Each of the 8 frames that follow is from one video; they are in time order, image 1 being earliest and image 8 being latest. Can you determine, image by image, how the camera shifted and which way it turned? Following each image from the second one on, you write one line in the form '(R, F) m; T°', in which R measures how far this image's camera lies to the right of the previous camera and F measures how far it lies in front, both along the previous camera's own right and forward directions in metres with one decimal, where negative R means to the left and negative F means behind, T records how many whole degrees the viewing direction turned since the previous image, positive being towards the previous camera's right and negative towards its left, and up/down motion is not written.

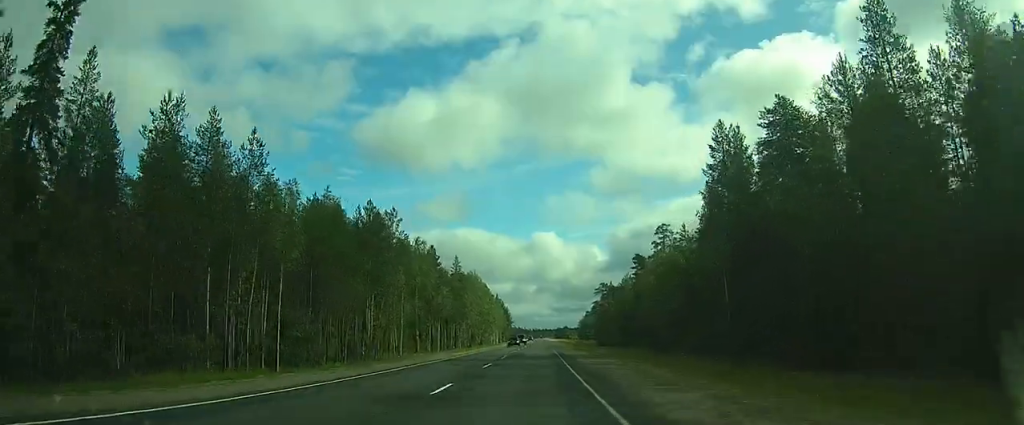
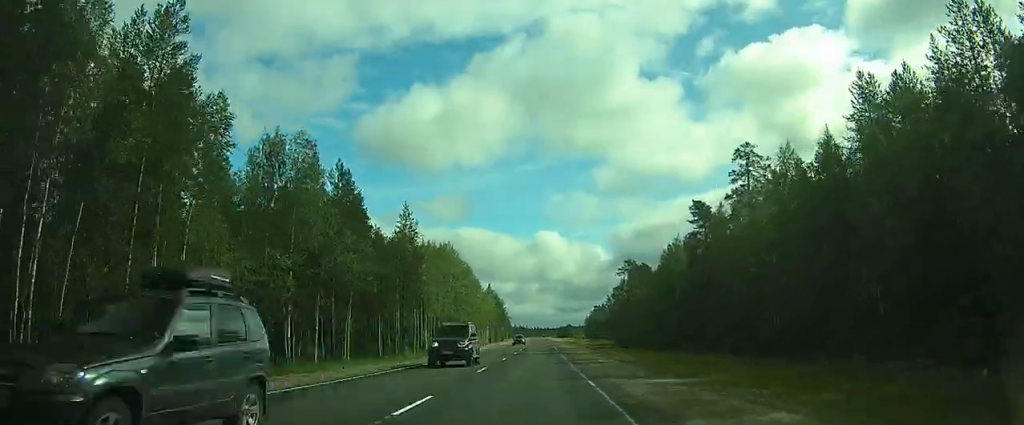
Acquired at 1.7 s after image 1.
(-0.9, +40.5) m; -2°
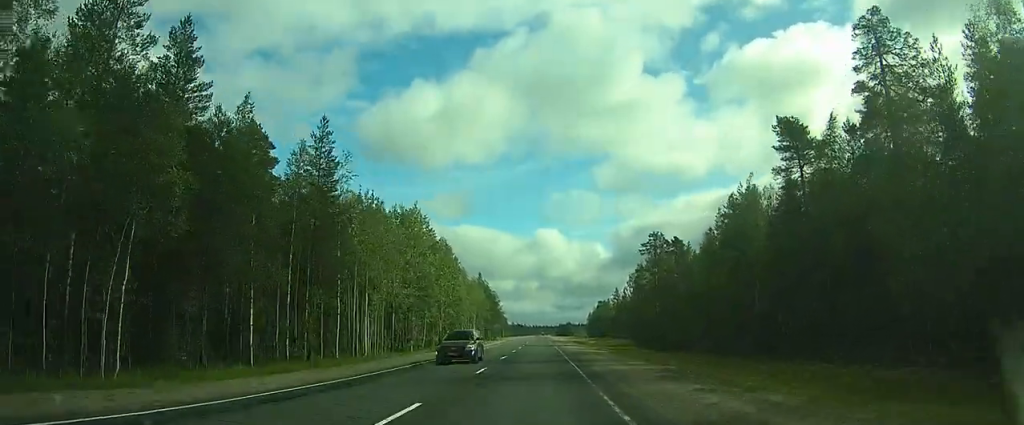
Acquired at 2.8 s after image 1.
(0.0, +24.8) m; 0°
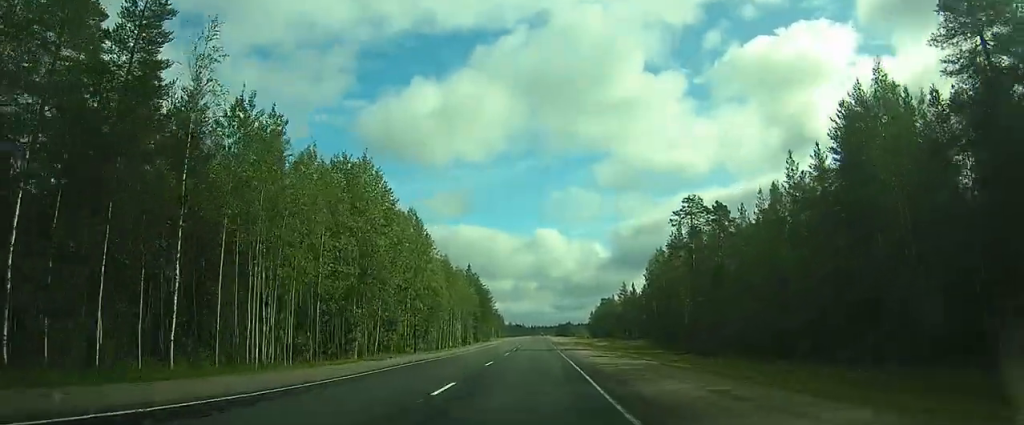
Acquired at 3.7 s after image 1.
(+0.1, +19.3) m; +1°
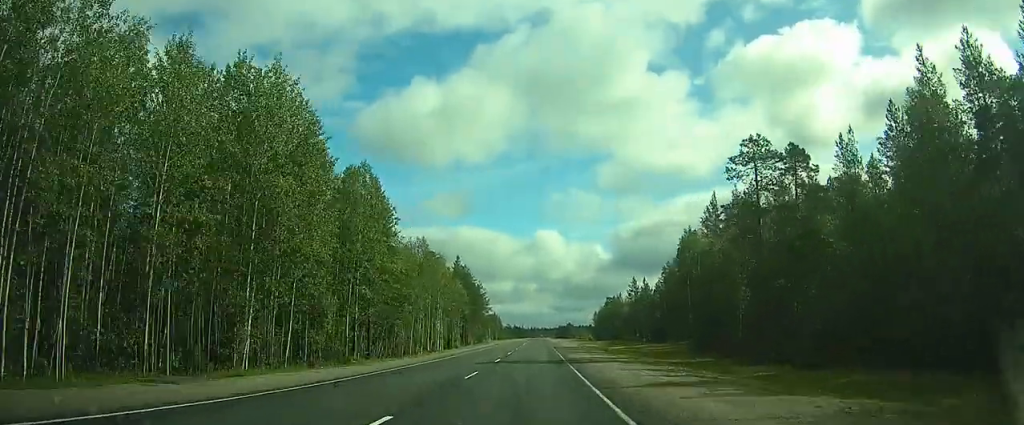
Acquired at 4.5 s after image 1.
(+0.2, +17.8) m; +1°
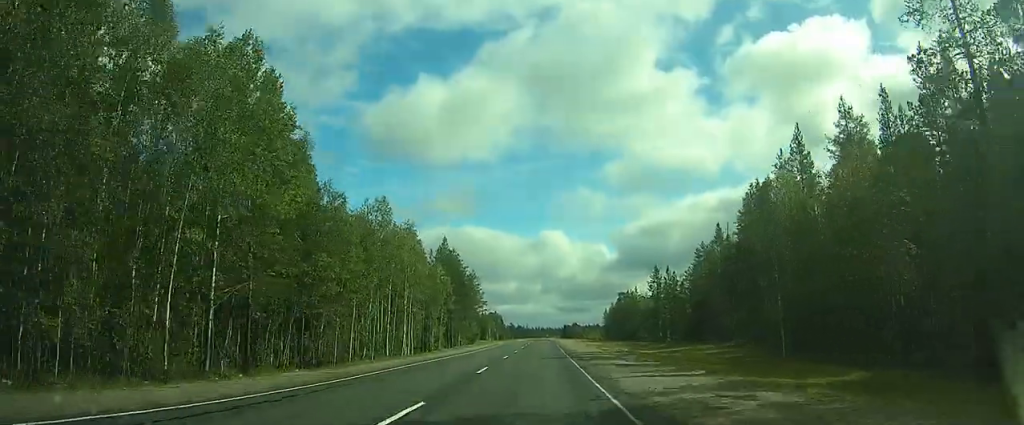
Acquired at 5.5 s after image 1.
(0.0, +21.6) m; 0°
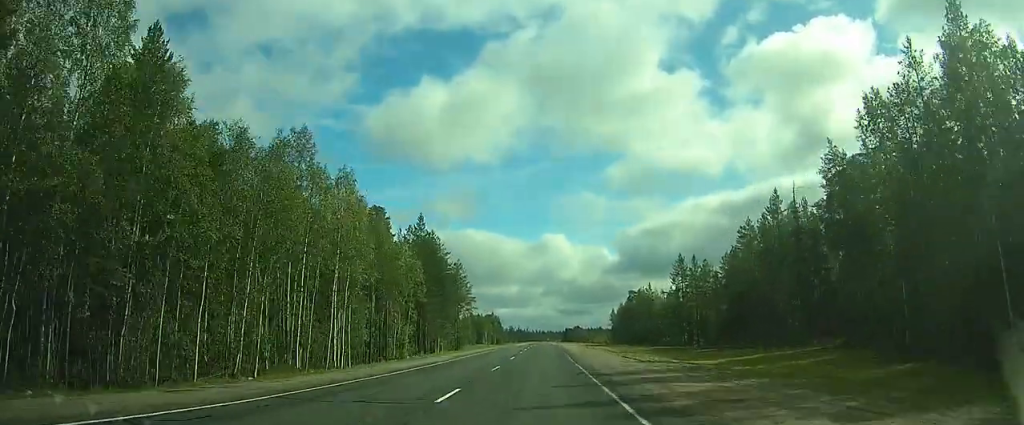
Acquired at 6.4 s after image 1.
(0.0, +20.2) m; 0°
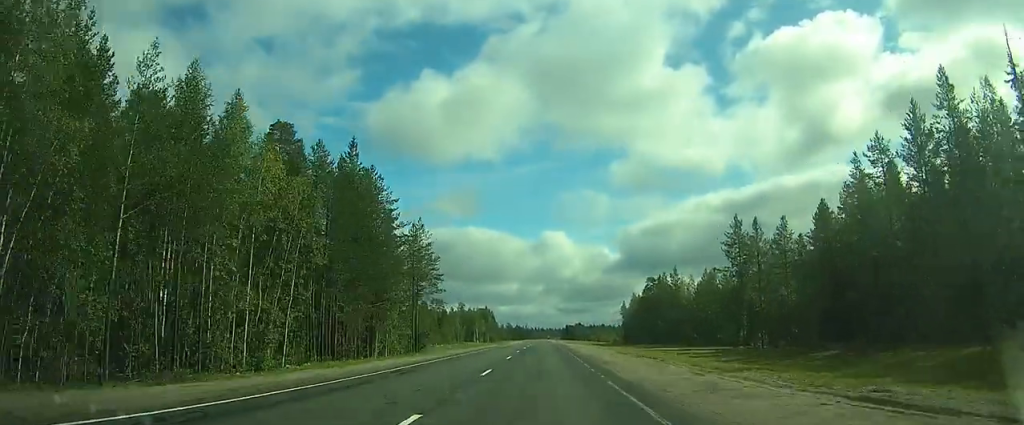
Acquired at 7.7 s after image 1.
(0.0, +29.3) m; 0°
